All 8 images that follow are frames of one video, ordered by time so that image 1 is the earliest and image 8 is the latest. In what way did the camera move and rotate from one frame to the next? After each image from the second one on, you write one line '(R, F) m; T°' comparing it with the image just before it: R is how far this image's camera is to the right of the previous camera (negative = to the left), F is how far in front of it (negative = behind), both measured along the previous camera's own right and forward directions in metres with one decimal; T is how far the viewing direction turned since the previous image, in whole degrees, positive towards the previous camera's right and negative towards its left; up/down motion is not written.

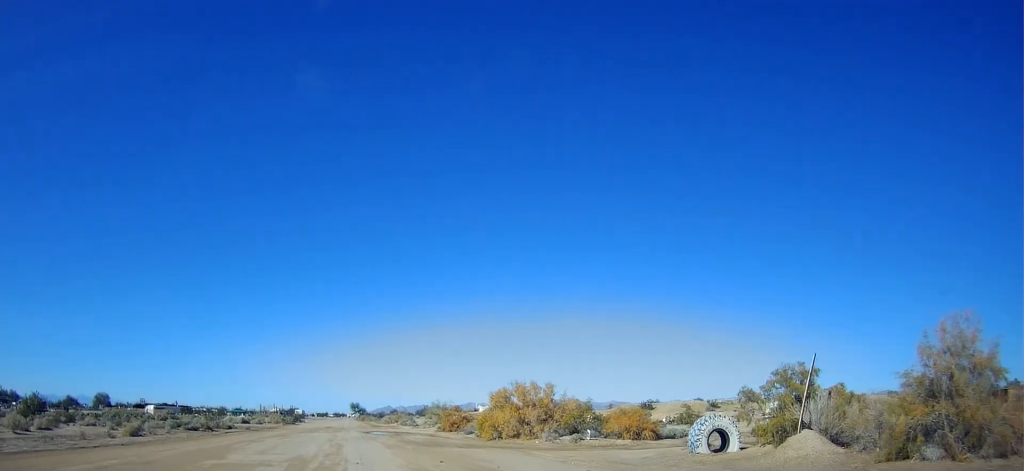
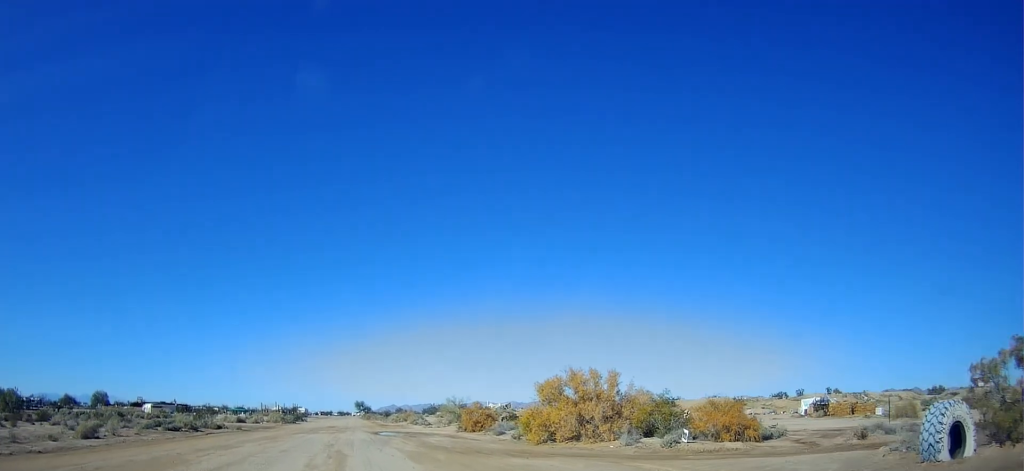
(+0.2, +8.0) m; 0°
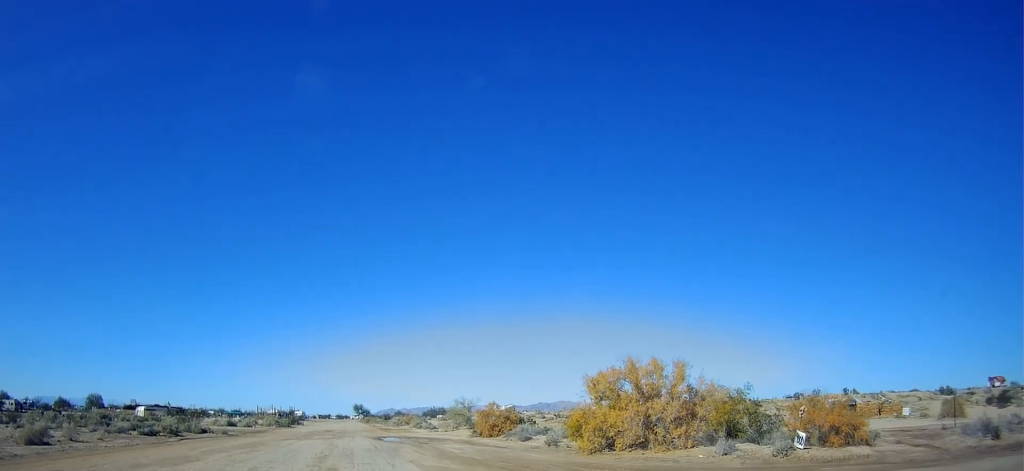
(-0.1, +5.9) m; 0°
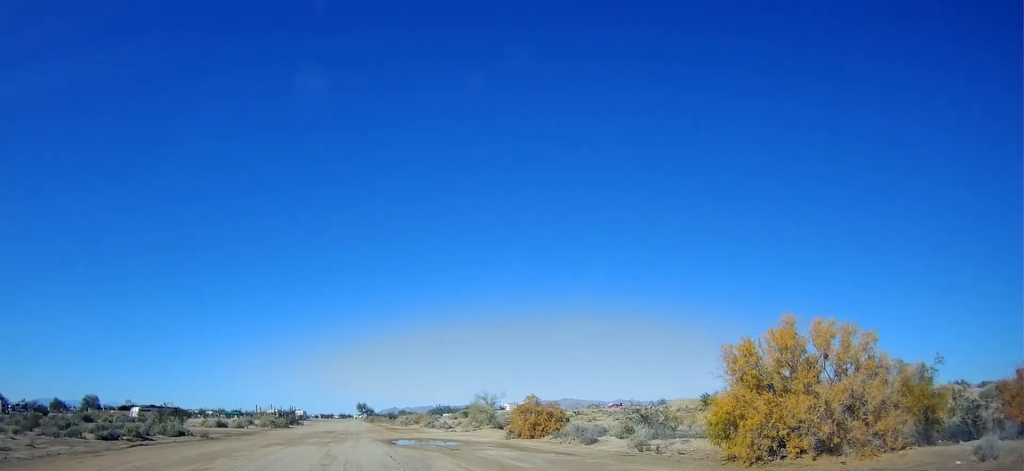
(0.0, +8.5) m; +1°
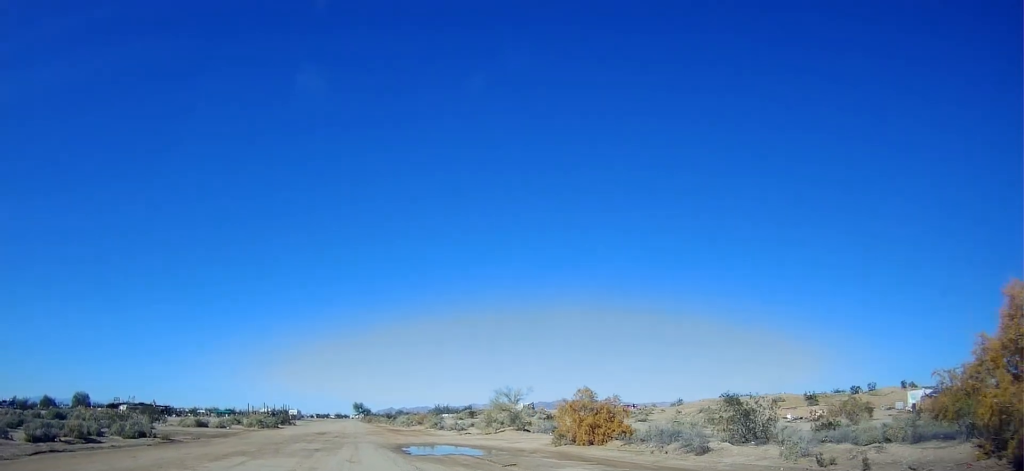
(+0.1, +8.4) m; -1°
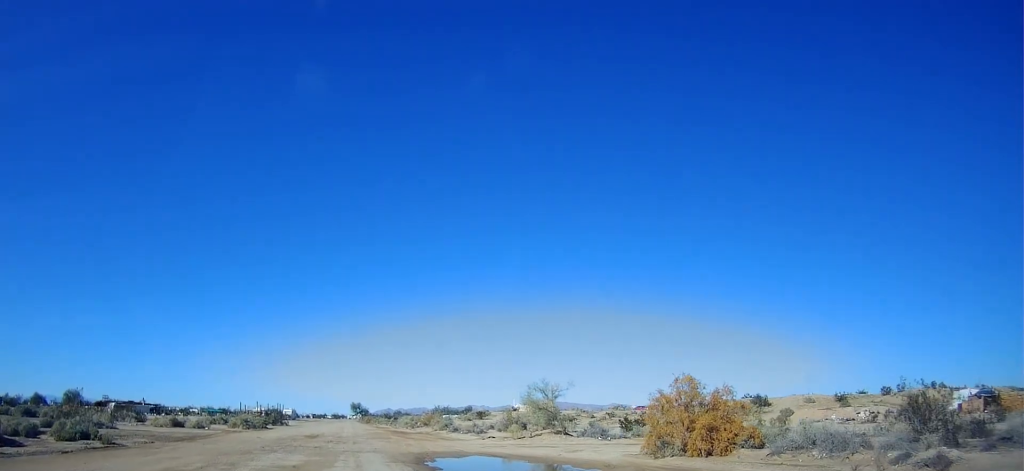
(-0.2, +8.7) m; +2°
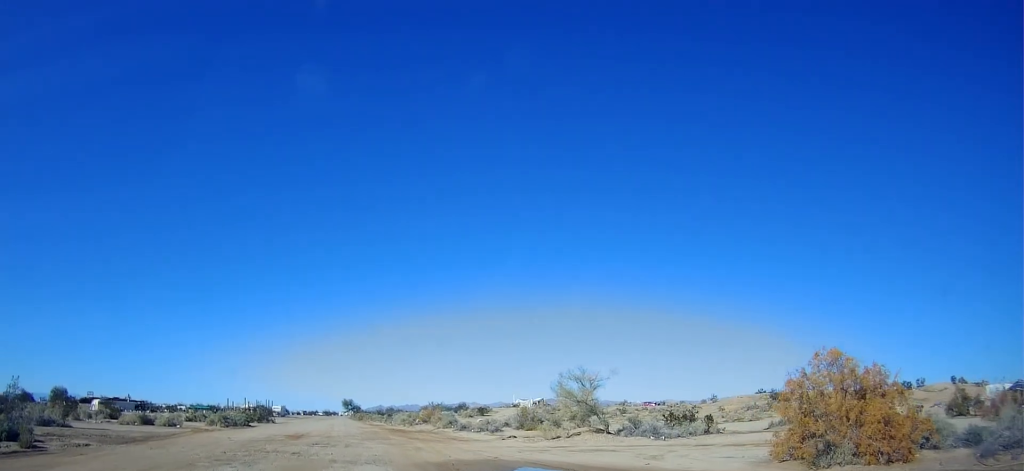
(+0.4, +7.0) m; +2°
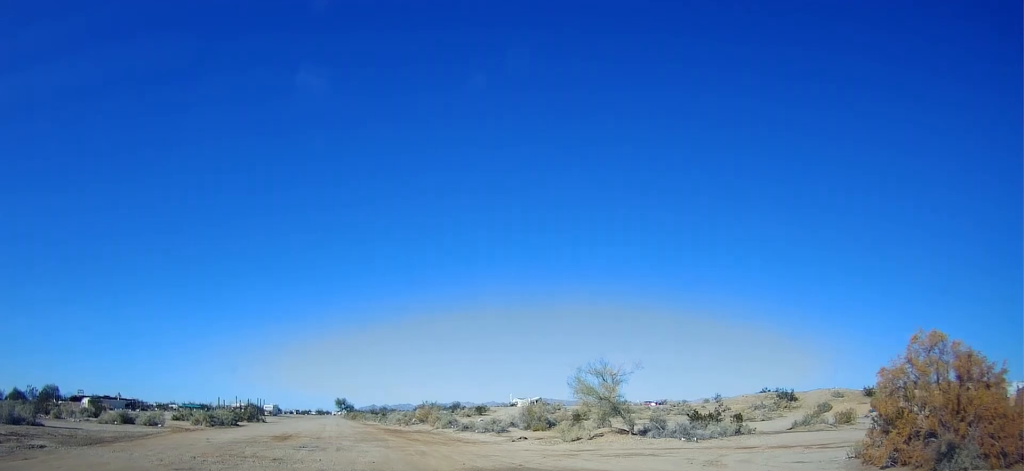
(+0.1, +3.3) m; +1°
